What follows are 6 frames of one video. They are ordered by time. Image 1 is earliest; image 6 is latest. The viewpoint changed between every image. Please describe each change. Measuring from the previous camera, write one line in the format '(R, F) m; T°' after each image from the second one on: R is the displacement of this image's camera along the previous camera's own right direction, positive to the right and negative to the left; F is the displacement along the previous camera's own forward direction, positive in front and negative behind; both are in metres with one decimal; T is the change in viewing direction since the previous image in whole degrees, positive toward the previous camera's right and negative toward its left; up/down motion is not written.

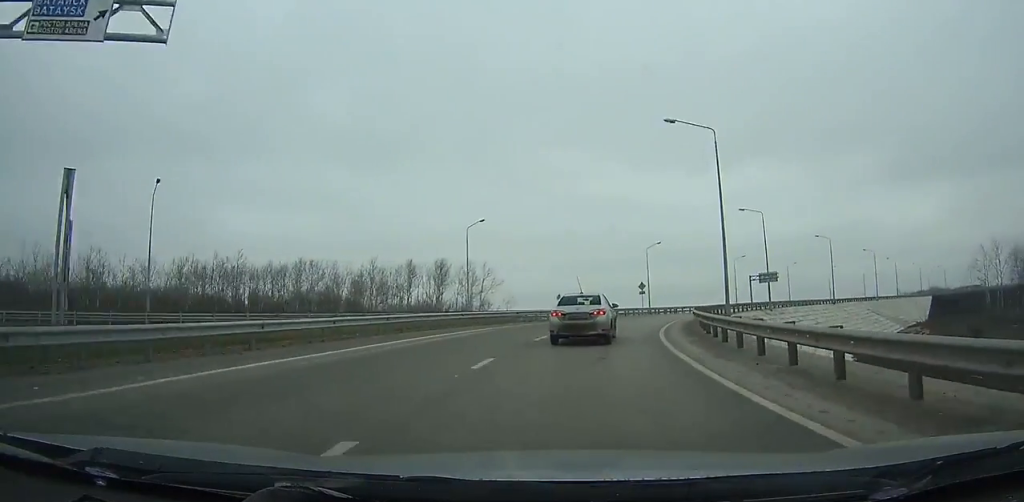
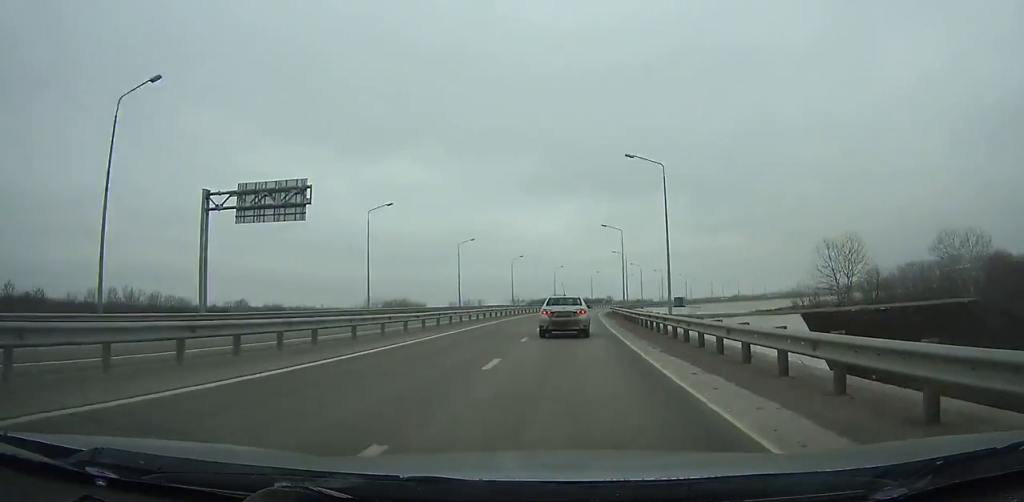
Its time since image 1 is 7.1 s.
(+32.4, +89.8) m; +31°
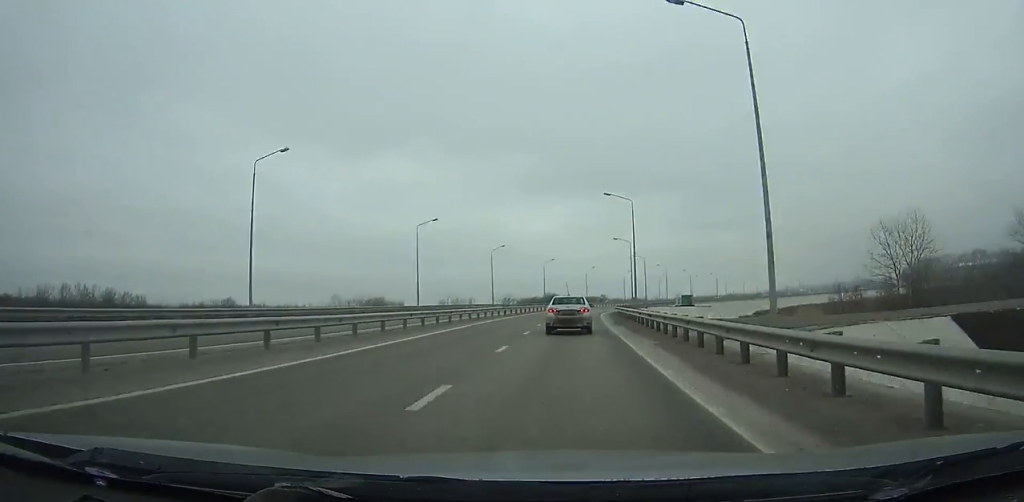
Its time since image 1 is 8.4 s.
(+0.5, +20.7) m; +2°
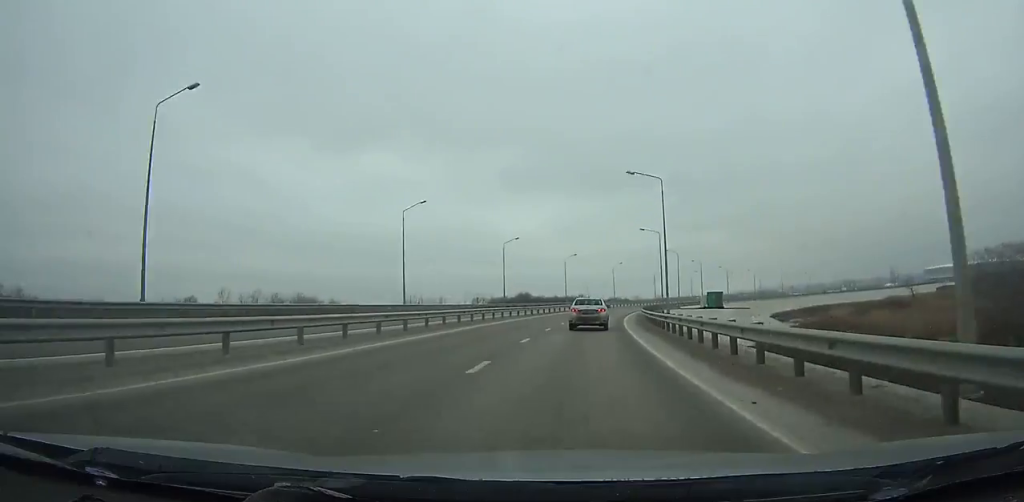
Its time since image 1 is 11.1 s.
(+0.7, +45.2) m; +4°
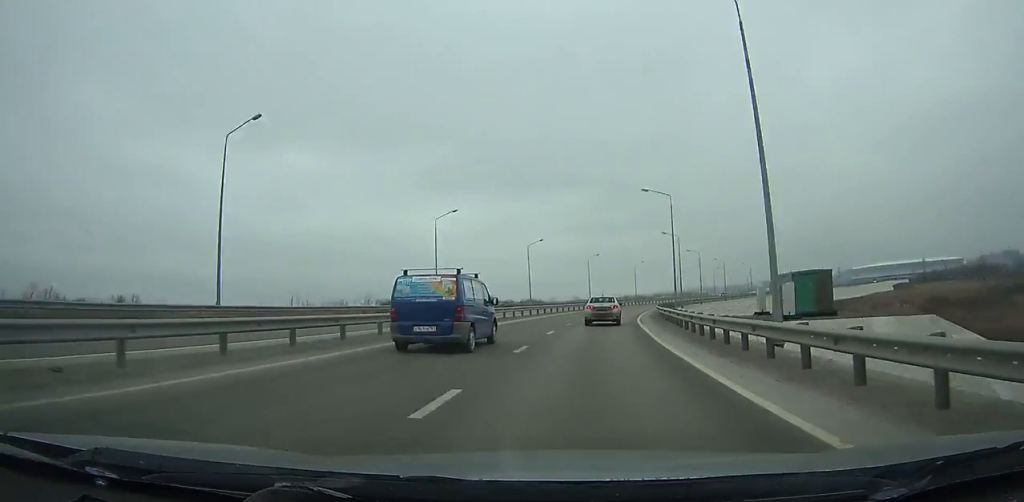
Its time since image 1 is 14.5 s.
(+4.8, +61.2) m; +10°
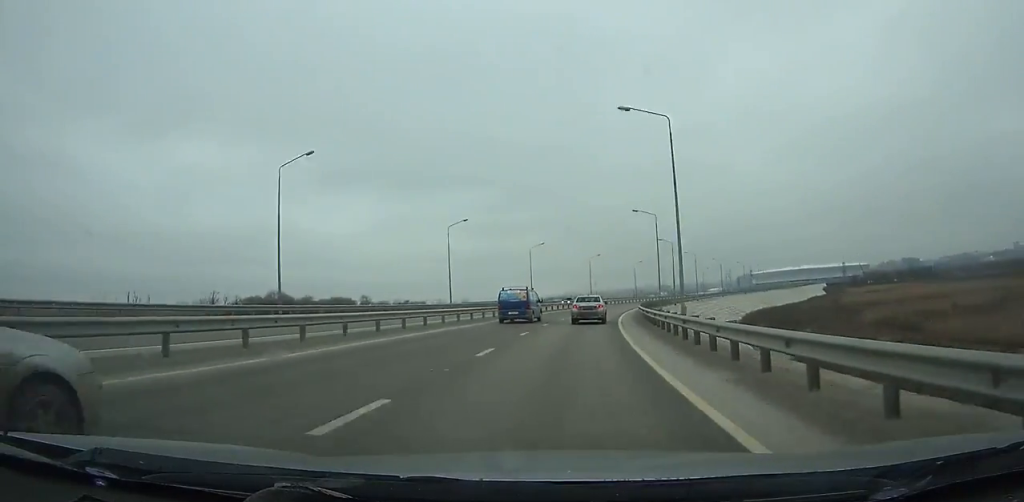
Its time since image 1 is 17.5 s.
(+4.7, +57.5) m; +9°
